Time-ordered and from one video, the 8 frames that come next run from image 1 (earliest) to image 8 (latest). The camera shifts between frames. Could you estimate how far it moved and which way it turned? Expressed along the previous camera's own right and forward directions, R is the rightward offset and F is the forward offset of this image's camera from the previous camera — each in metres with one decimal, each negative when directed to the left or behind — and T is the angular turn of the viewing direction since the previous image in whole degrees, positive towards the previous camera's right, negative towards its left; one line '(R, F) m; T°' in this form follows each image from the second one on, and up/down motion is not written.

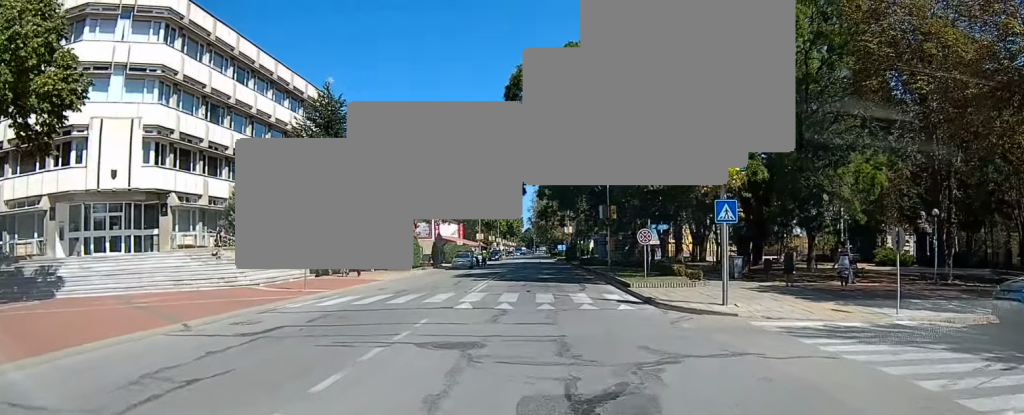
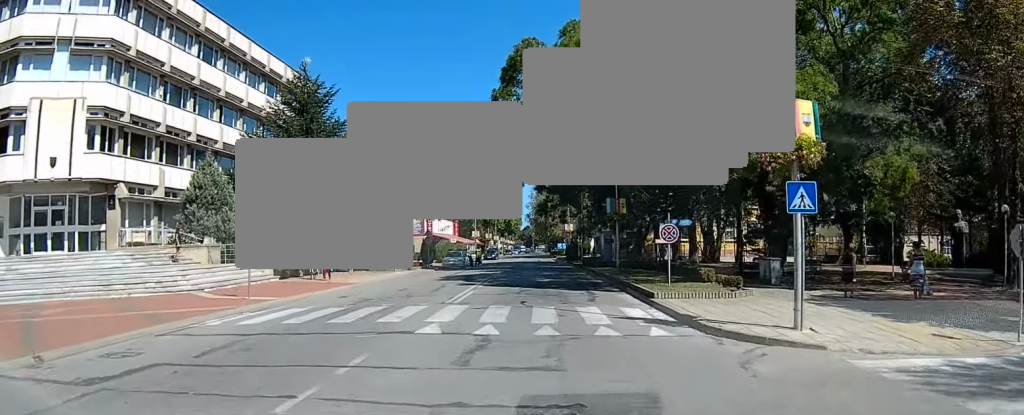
(0.0, +5.0) m; 0°
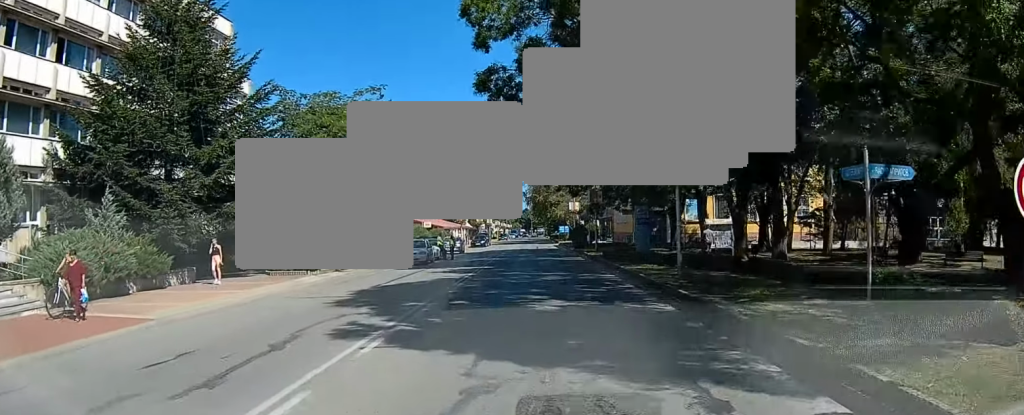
(+0.2, +16.1) m; +1°
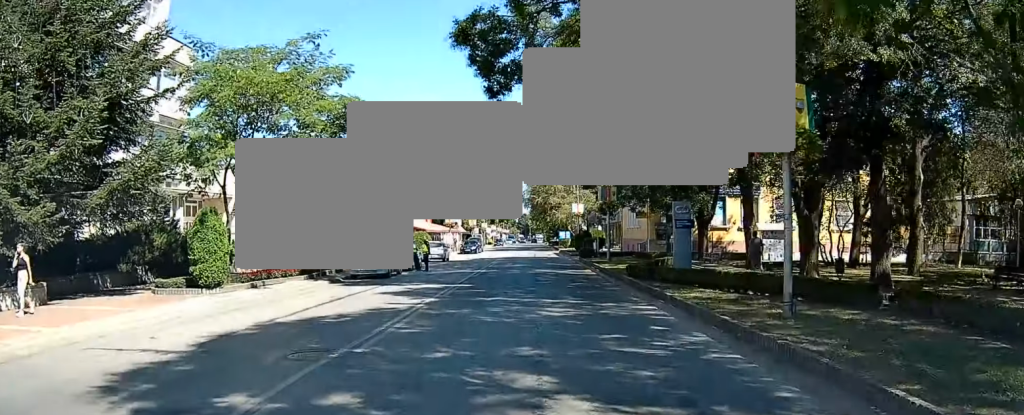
(0.0, +8.9) m; 0°
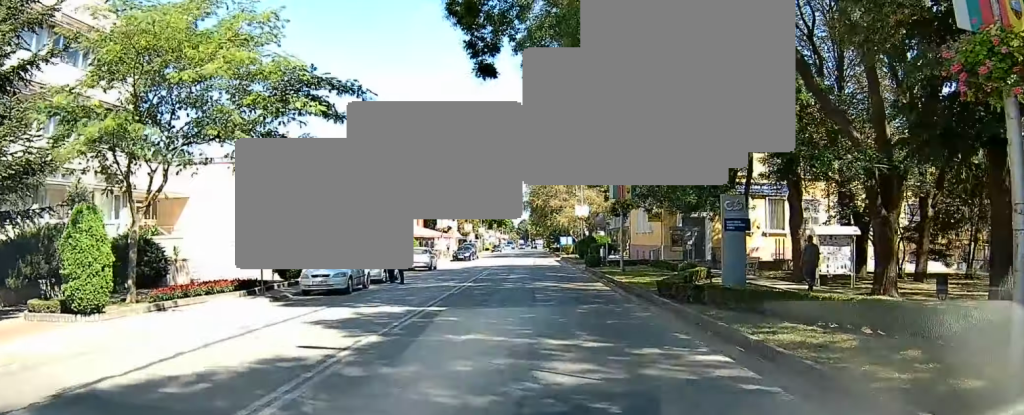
(0.0, +5.8) m; 0°
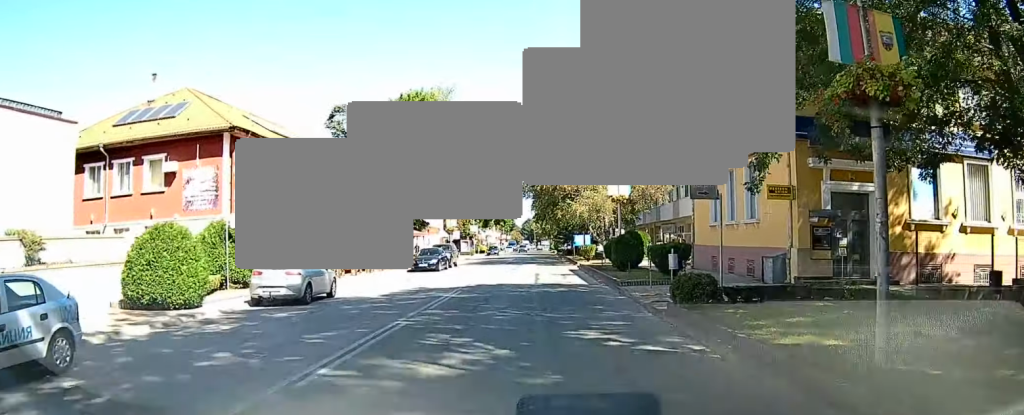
(-0.2, +22.3) m; 0°
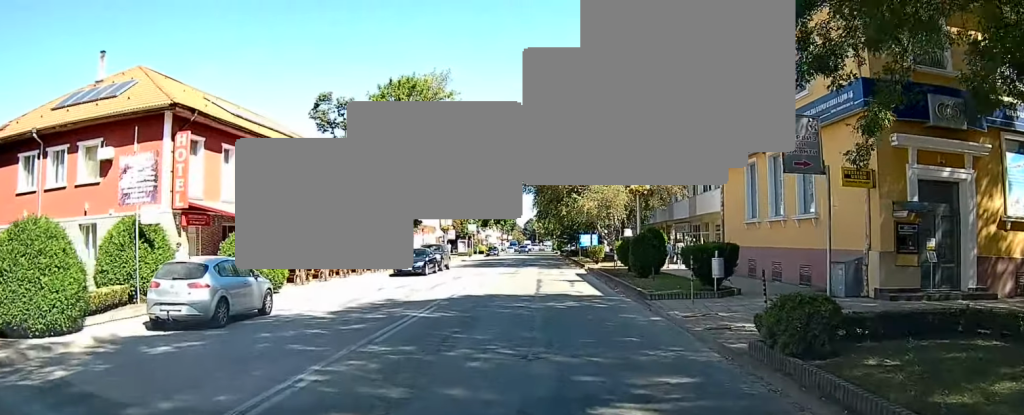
(0.0, +5.1) m; 0°
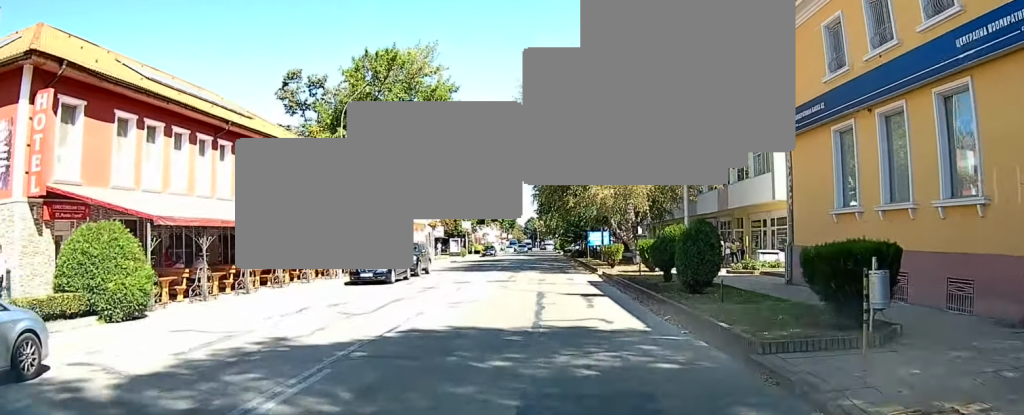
(0.0, +8.3) m; 0°
